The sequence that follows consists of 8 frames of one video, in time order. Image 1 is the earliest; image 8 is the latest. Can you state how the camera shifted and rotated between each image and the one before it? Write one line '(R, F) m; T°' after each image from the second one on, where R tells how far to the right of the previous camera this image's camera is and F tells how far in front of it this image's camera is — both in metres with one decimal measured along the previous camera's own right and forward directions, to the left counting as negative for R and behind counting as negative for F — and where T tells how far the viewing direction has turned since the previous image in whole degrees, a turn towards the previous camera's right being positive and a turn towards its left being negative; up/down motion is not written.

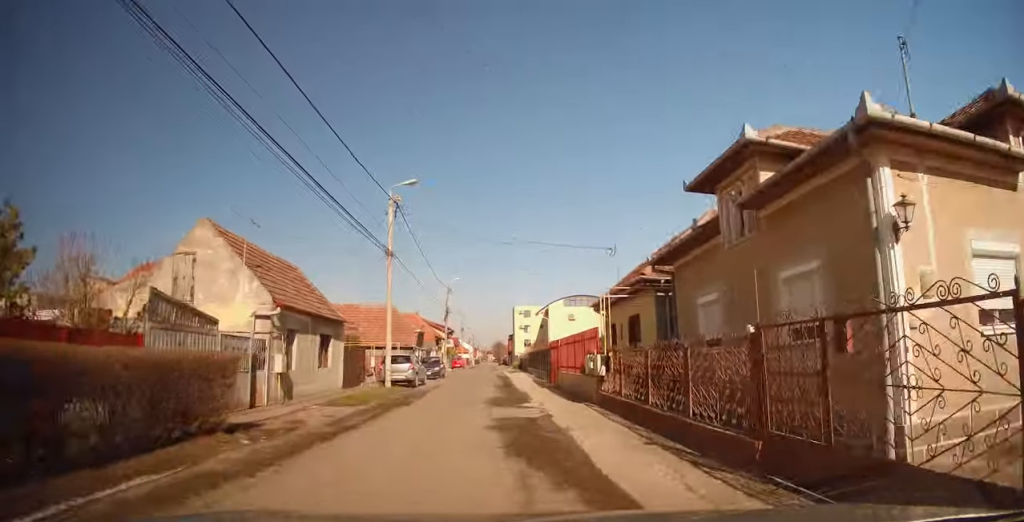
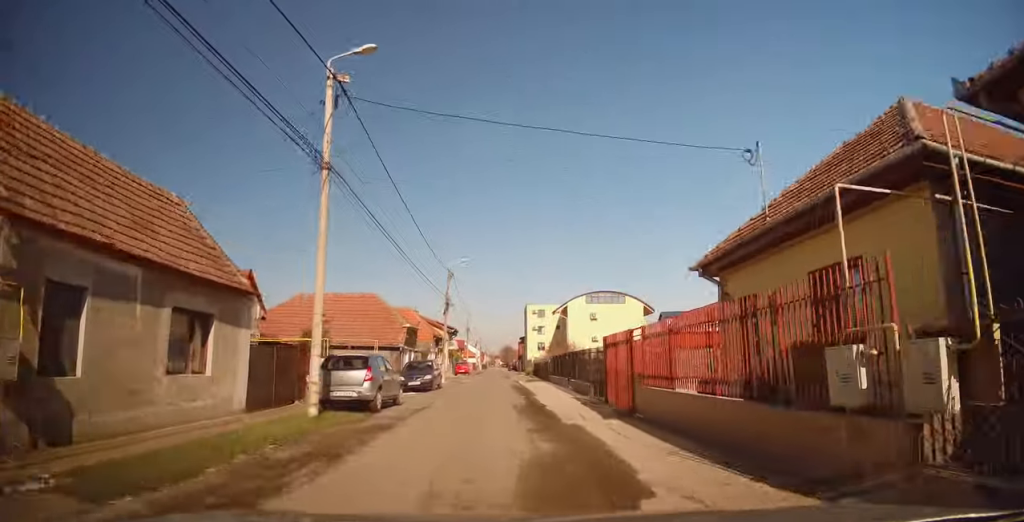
(0.0, +9.2) m; 0°
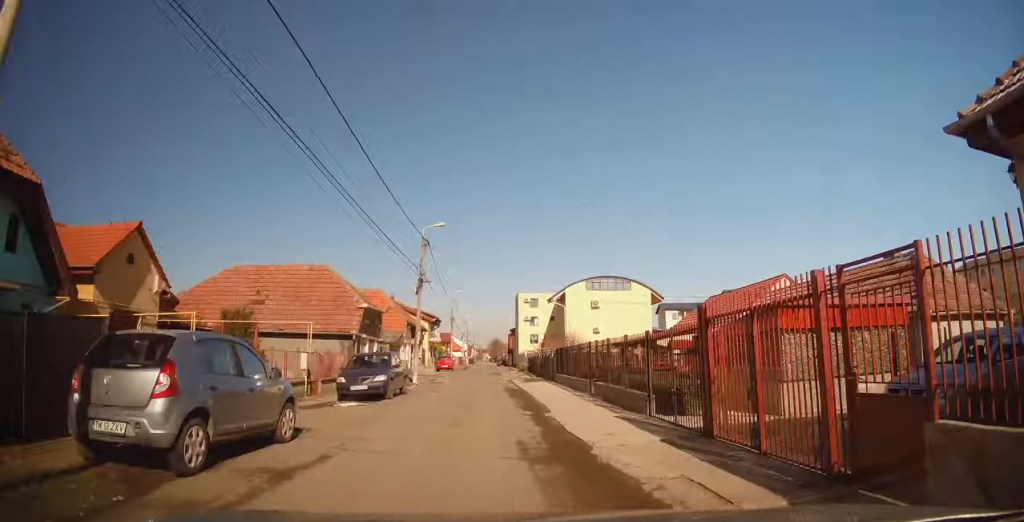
(0.0, +7.6) m; 0°
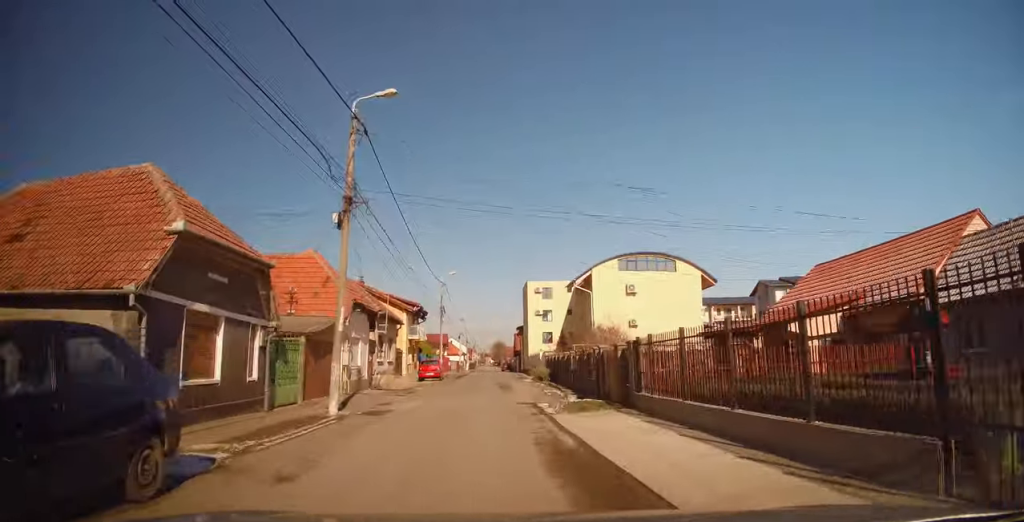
(0.0, +15.1) m; 0°
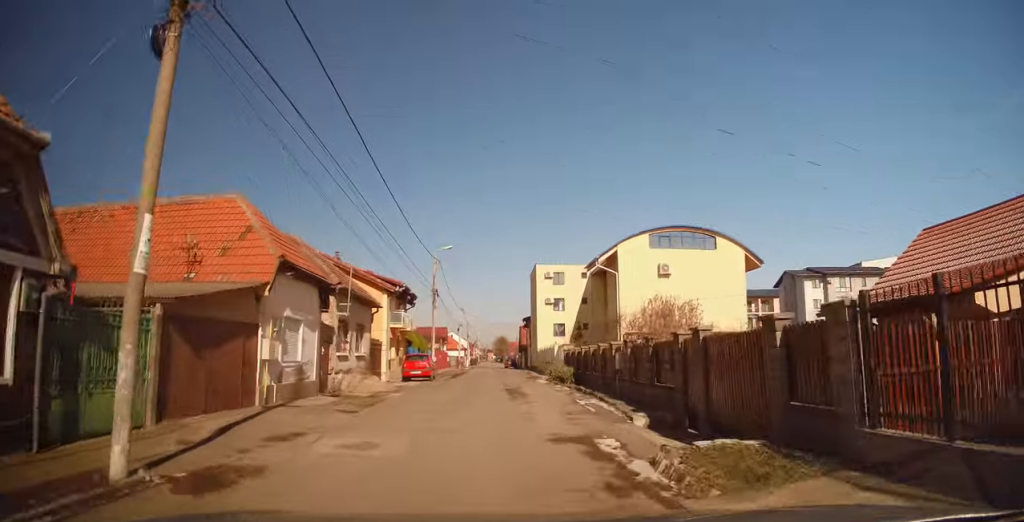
(+0.1, +8.5) m; +1°
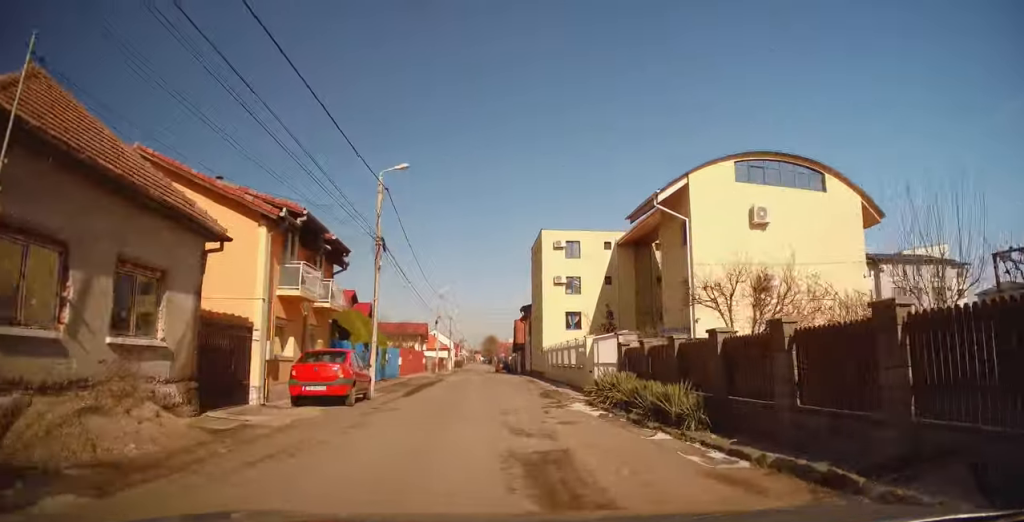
(0.0, +15.7) m; 0°
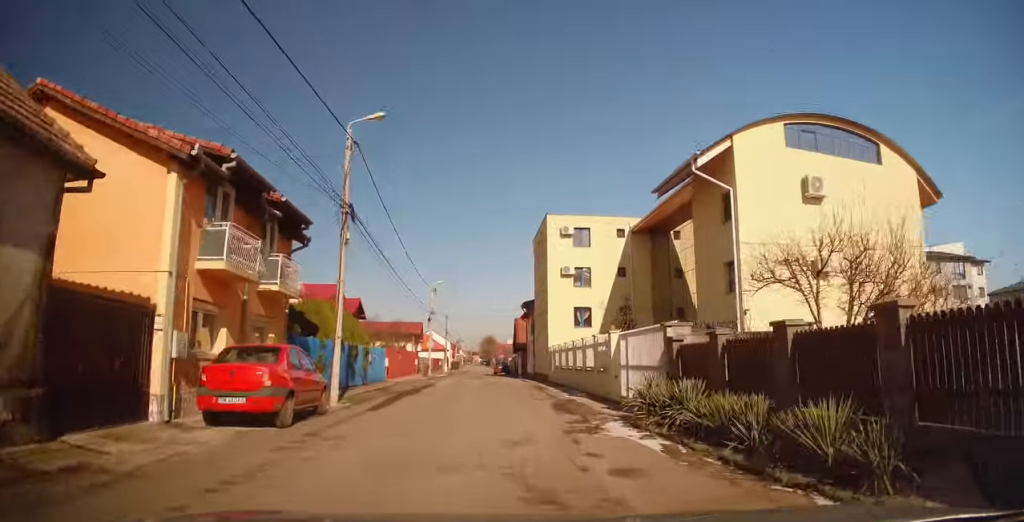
(-0.1, +4.6) m; 0°
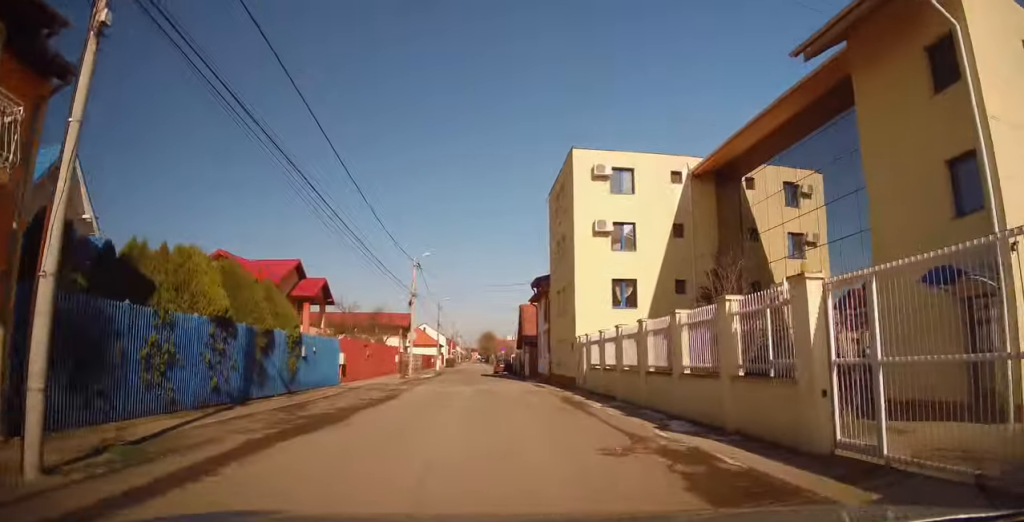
(-0.1, +10.9) m; 0°
